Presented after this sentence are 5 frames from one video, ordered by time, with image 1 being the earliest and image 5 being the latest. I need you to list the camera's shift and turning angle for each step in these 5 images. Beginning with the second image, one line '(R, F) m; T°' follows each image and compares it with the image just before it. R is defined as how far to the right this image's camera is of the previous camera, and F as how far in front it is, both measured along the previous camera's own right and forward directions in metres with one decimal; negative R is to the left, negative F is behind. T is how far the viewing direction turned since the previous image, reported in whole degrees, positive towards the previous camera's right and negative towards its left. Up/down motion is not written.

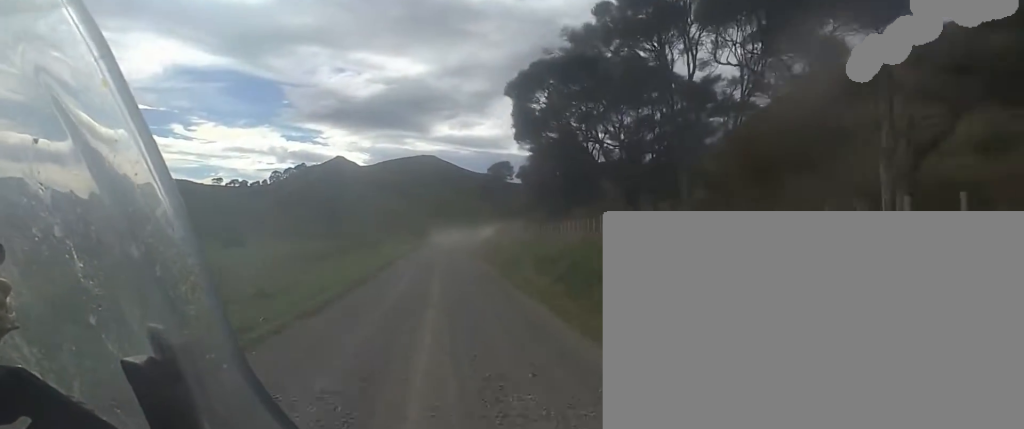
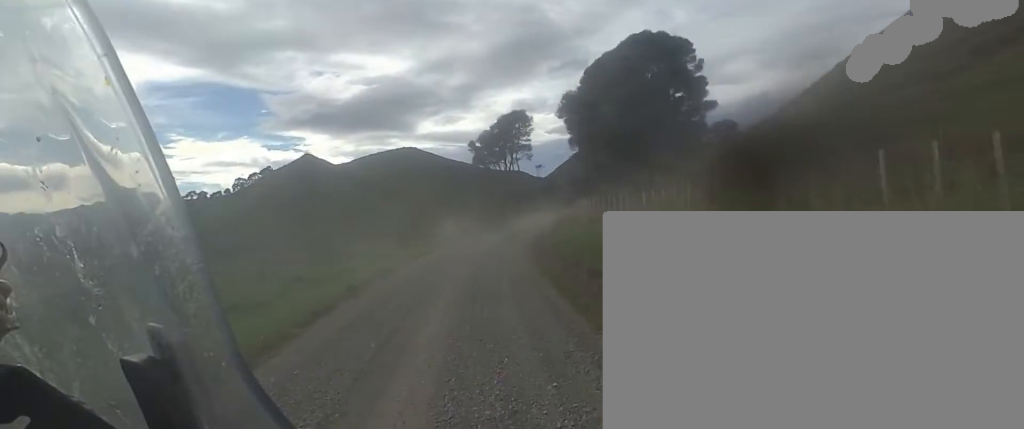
(+1.8, +34.2) m; +3°
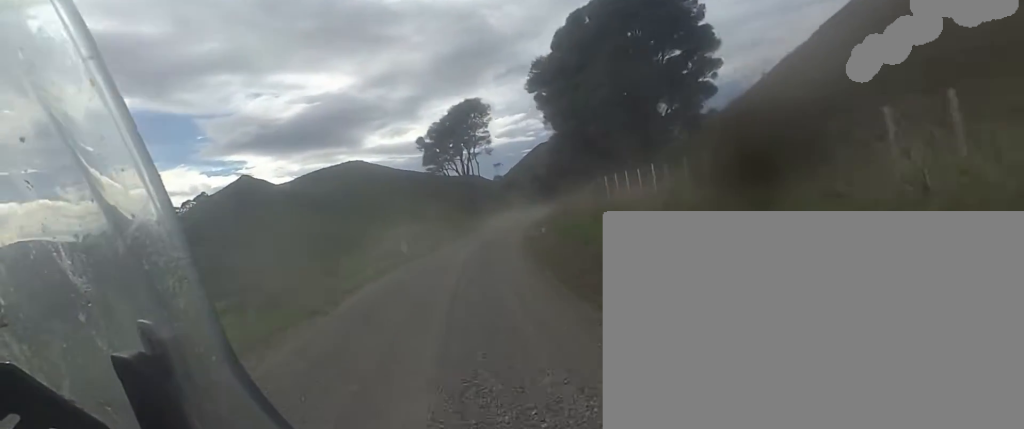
(-0.7, +8.8) m; +3°
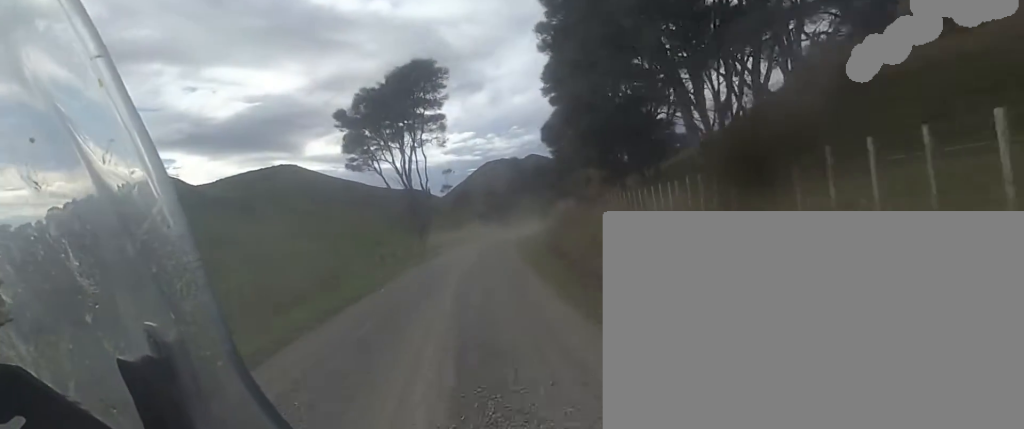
(+2.8, +15.4) m; +16°
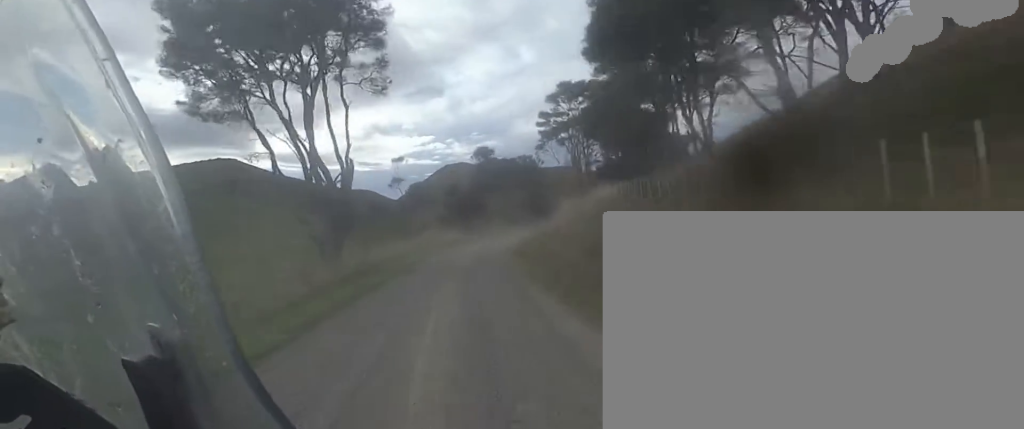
(+0.9, +15.9) m; 0°
